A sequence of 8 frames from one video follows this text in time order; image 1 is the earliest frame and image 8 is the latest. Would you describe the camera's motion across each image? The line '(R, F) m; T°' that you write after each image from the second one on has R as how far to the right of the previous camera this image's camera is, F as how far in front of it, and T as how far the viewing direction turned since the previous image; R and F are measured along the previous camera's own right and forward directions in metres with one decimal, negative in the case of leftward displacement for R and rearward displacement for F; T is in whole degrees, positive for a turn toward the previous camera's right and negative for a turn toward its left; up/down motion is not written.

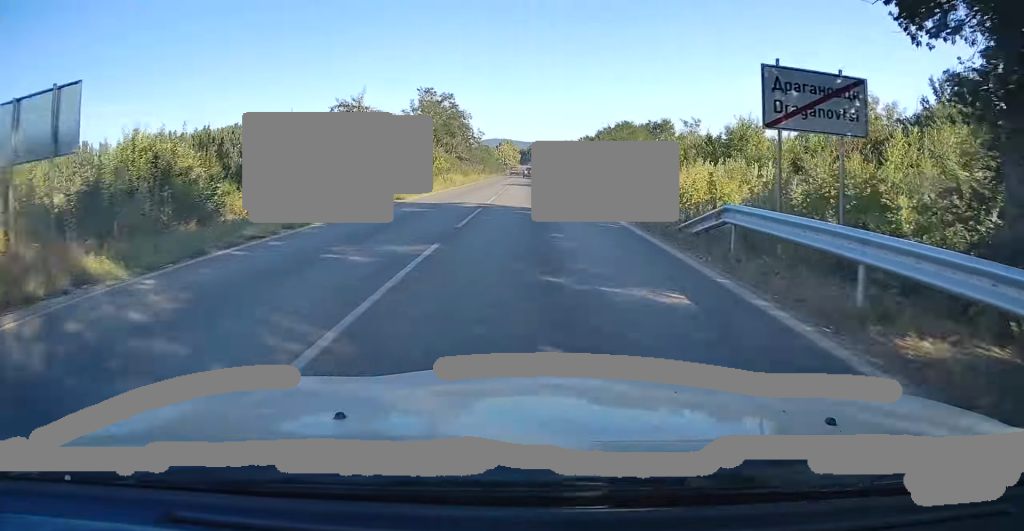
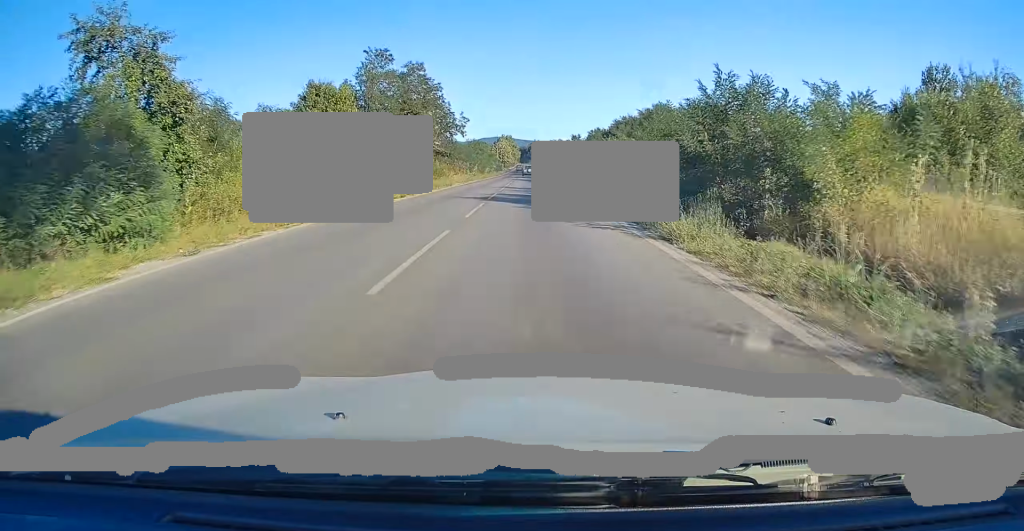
(0.0, +25.1) m; 0°
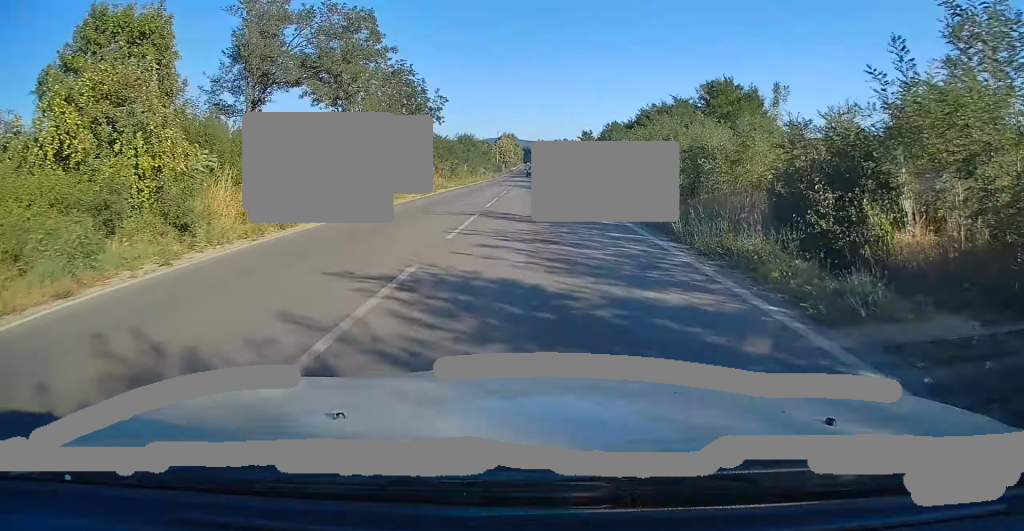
(0.0, +22.0) m; 0°
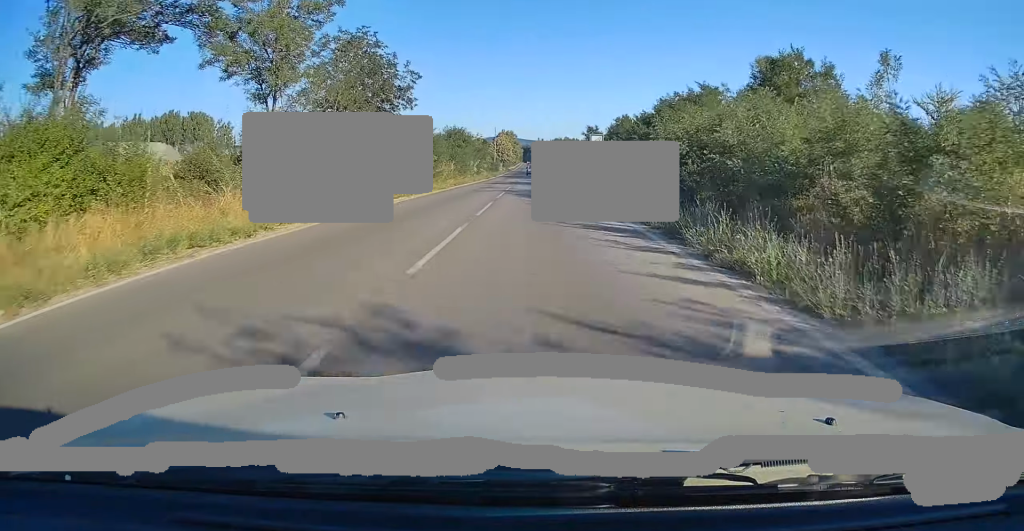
(-0.1, +12.9) m; 0°
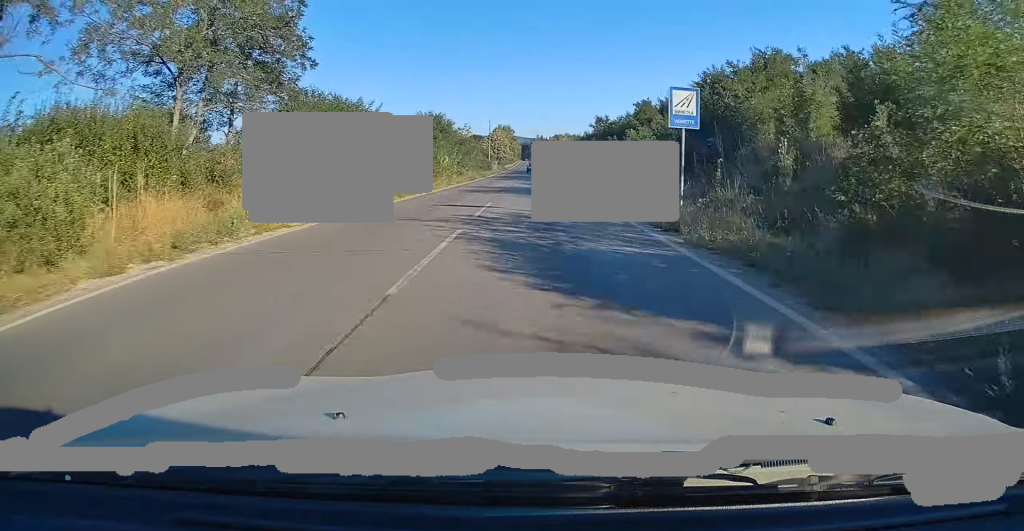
(+0.1, +19.3) m; +1°
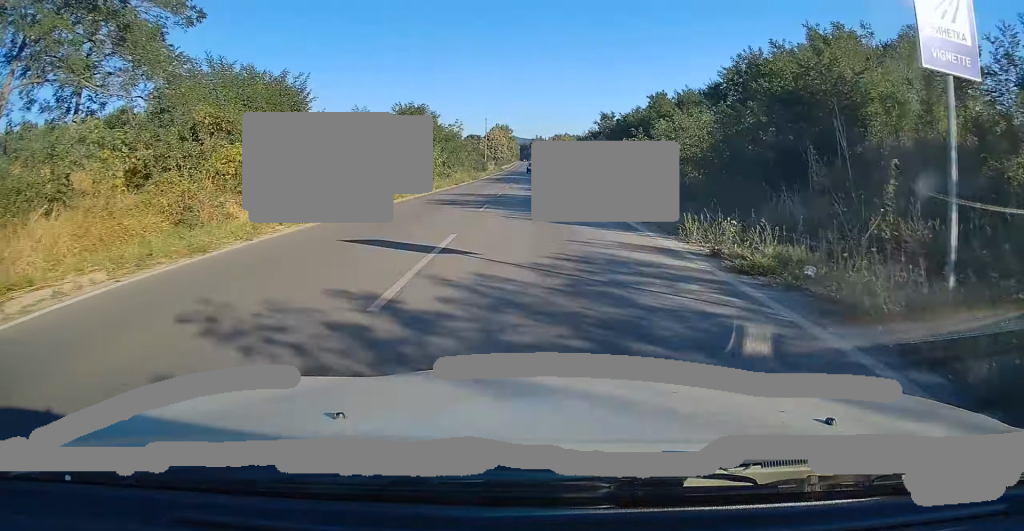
(0.0, +9.7) m; 0°
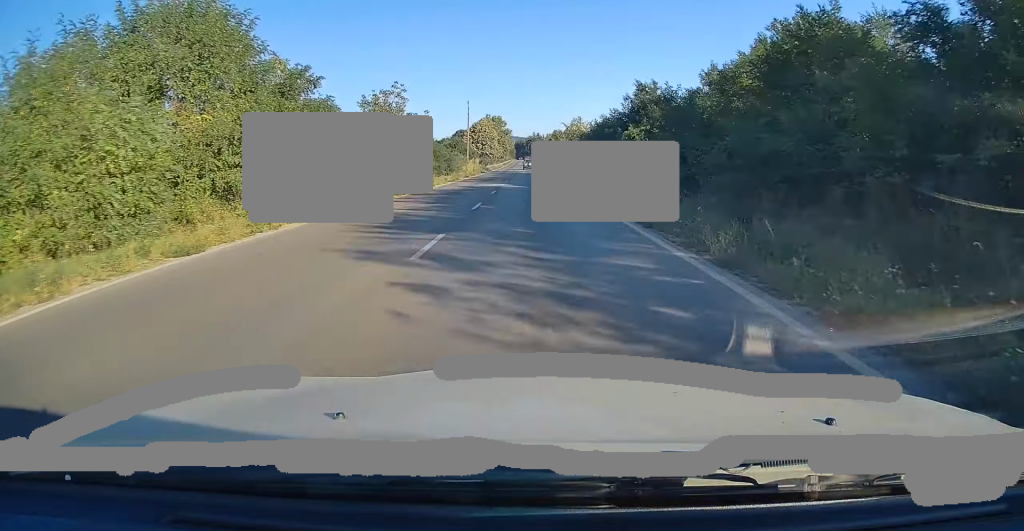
(-0.4, +36.5) m; -2°
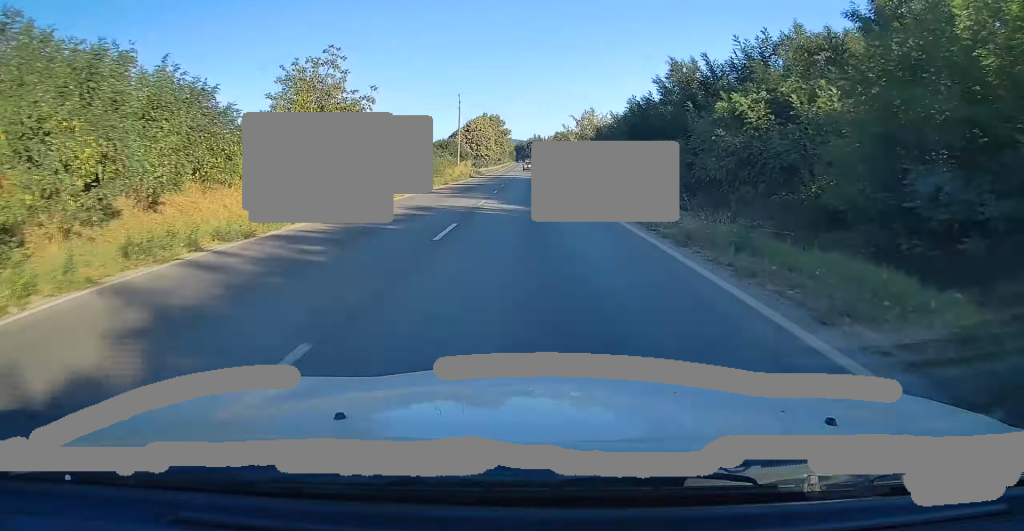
(0.0, +15.8) m; +1°
